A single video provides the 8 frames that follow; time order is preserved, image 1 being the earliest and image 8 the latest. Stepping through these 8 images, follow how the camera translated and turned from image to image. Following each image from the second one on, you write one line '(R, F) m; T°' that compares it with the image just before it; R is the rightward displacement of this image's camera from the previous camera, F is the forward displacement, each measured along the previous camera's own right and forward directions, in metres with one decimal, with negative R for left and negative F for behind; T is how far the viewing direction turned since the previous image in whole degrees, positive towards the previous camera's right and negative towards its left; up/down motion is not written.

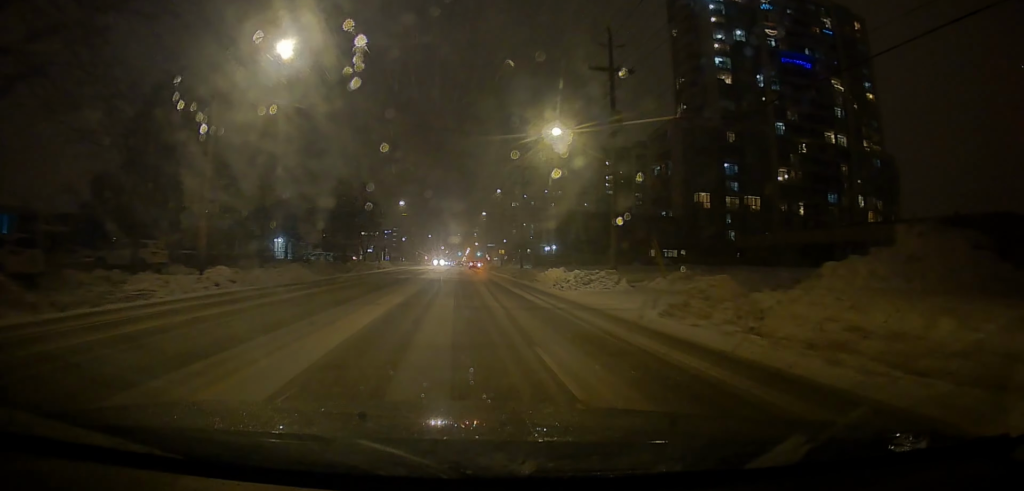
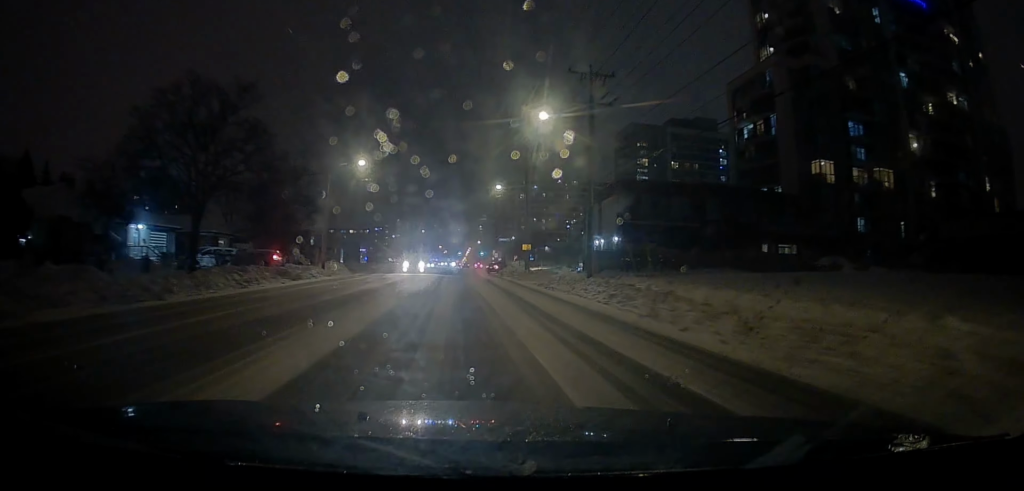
(-0.8, +36.6) m; -1°
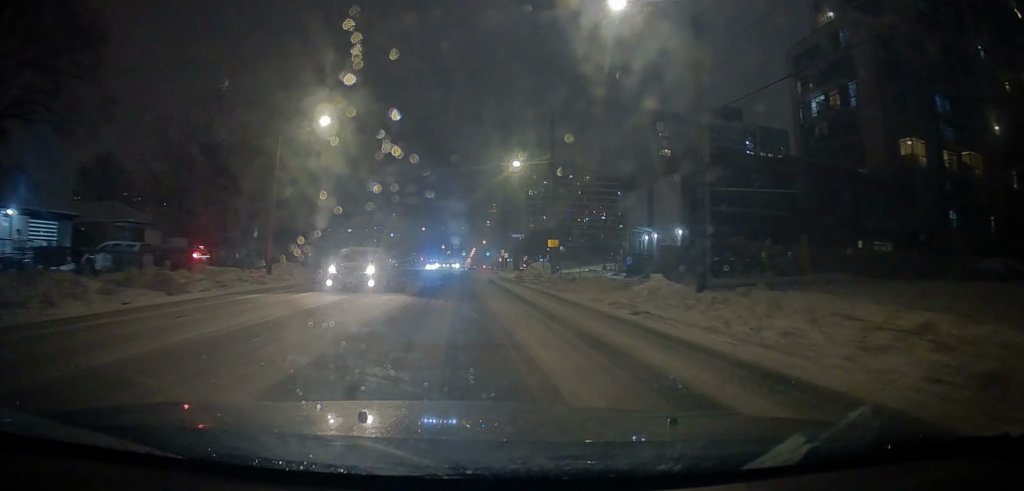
(+0.1, +16.3) m; +1°
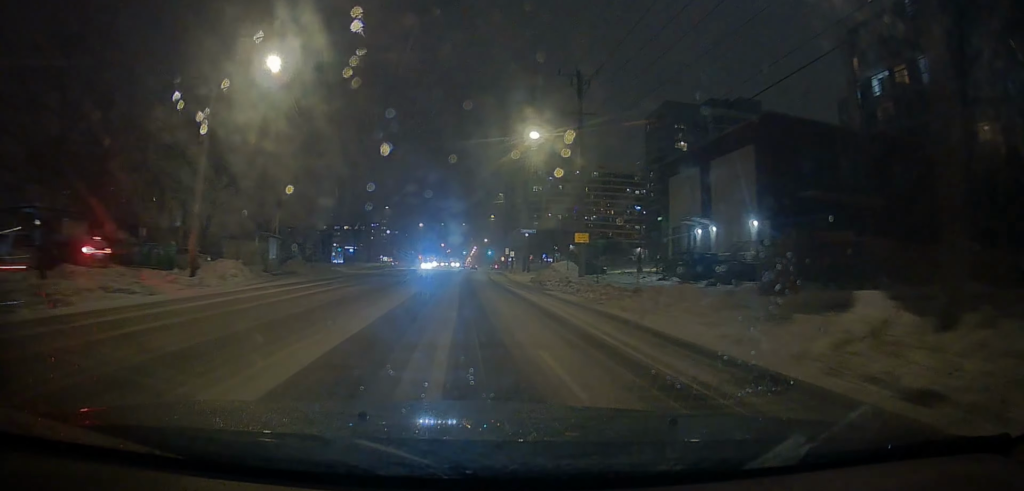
(+0.1, +11.2) m; +1°
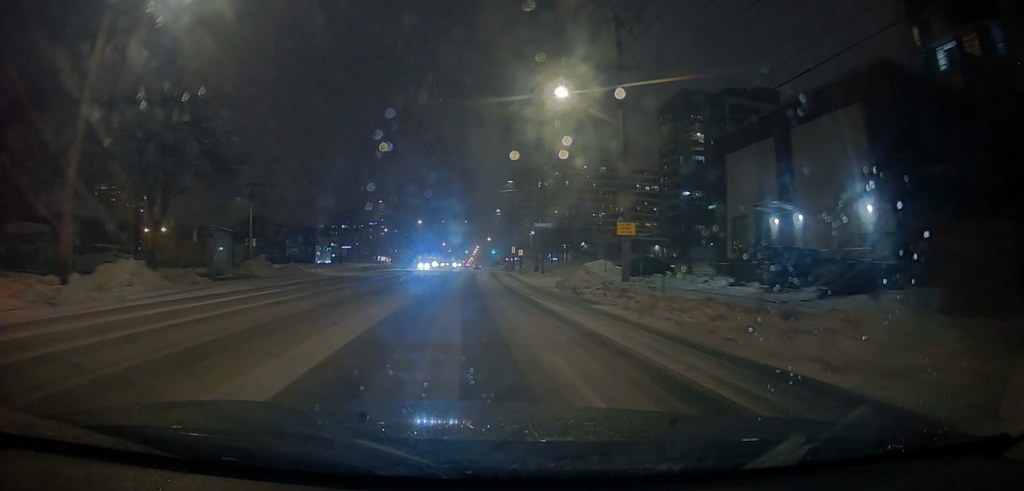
(+0.1, +9.8) m; 0°
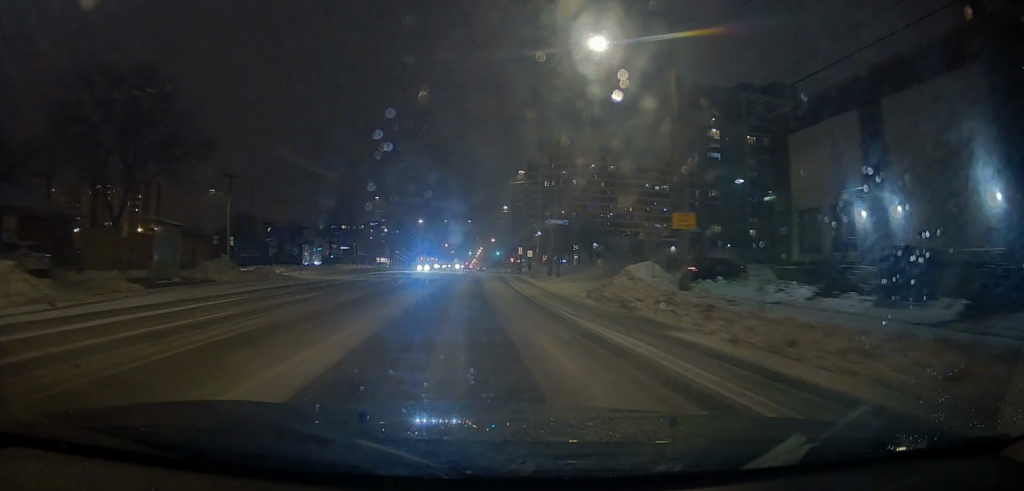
(+0.2, +7.1) m; -2°
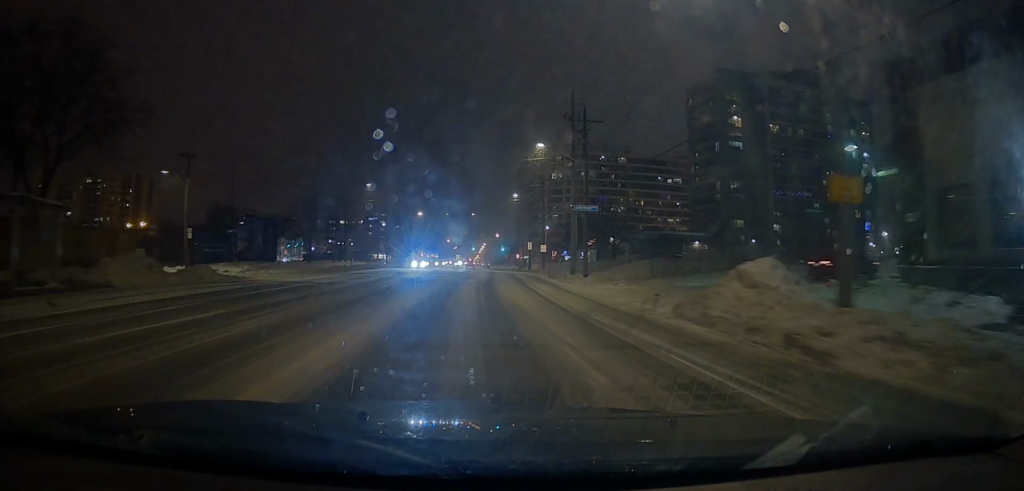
(-0.4, +9.8) m; -1°
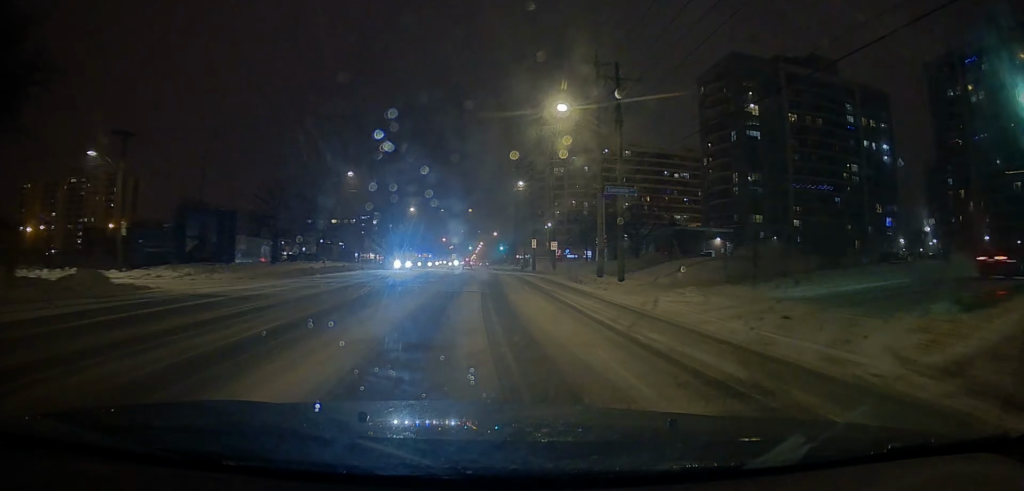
(-0.3, +9.8) m; 0°
